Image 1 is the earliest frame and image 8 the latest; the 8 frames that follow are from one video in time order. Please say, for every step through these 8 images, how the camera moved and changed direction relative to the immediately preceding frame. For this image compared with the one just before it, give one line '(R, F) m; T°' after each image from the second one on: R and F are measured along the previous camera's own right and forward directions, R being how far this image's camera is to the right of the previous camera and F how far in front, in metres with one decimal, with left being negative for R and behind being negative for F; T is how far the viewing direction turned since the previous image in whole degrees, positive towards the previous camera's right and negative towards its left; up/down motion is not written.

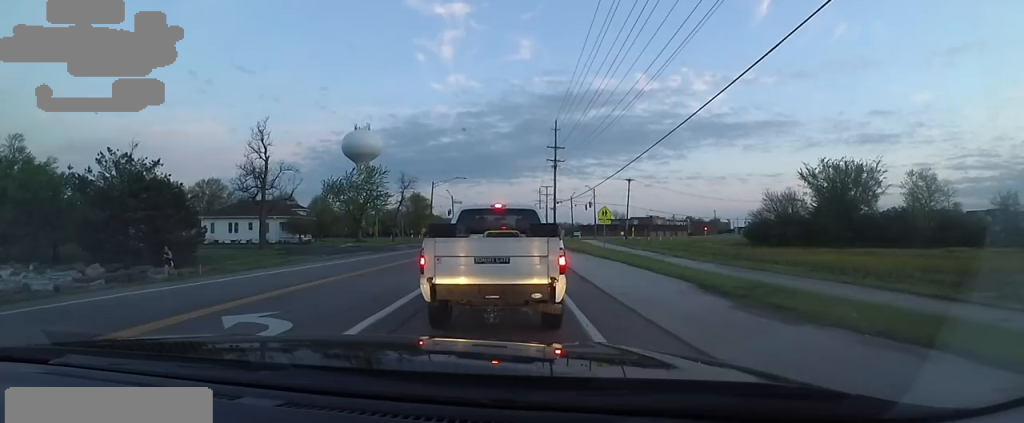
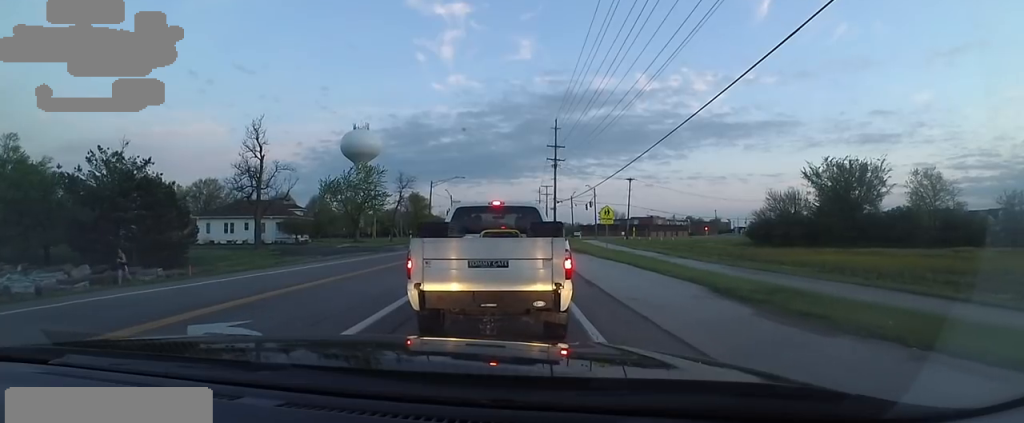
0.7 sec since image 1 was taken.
(+0.3, +0.4) m; 0°
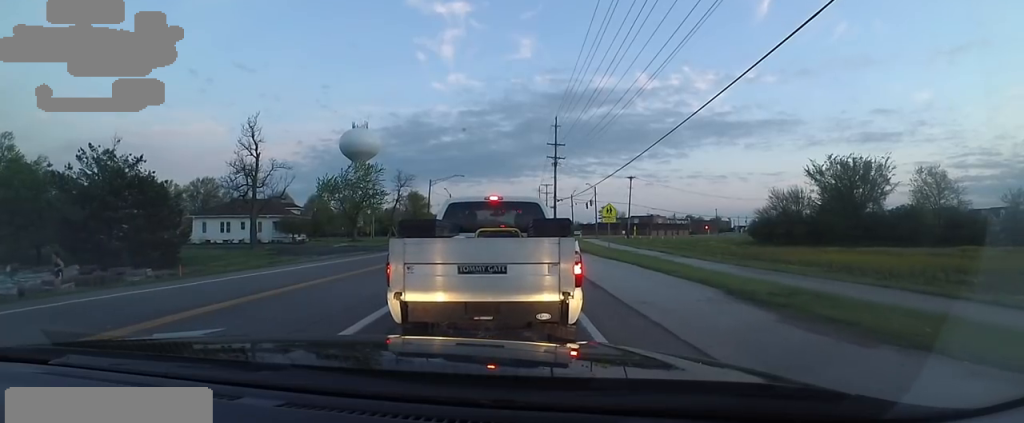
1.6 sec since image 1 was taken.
(+0.2, +0.2) m; 0°
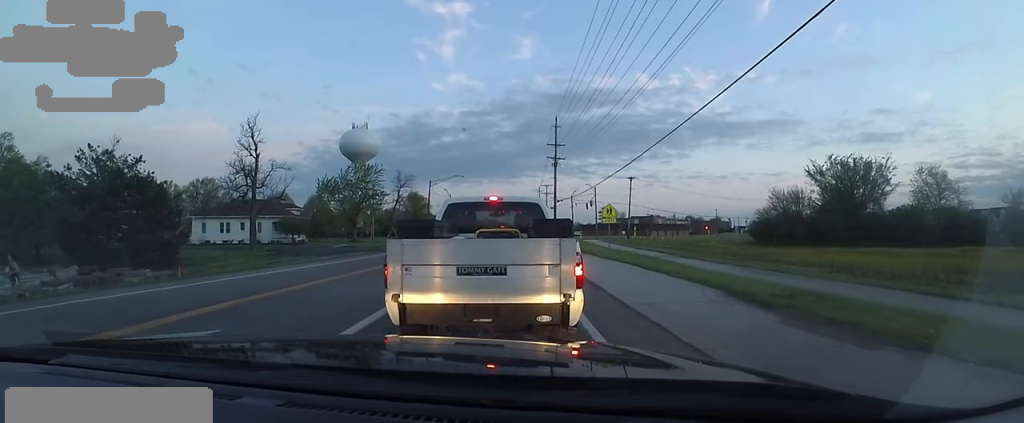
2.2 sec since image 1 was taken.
(0.0, 0.0) m; 0°
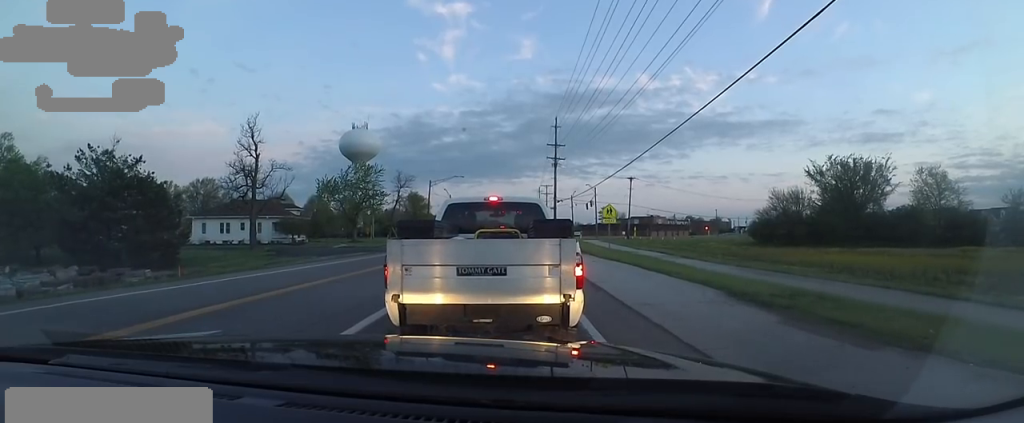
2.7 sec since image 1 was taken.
(0.0, 0.0) m; 0°
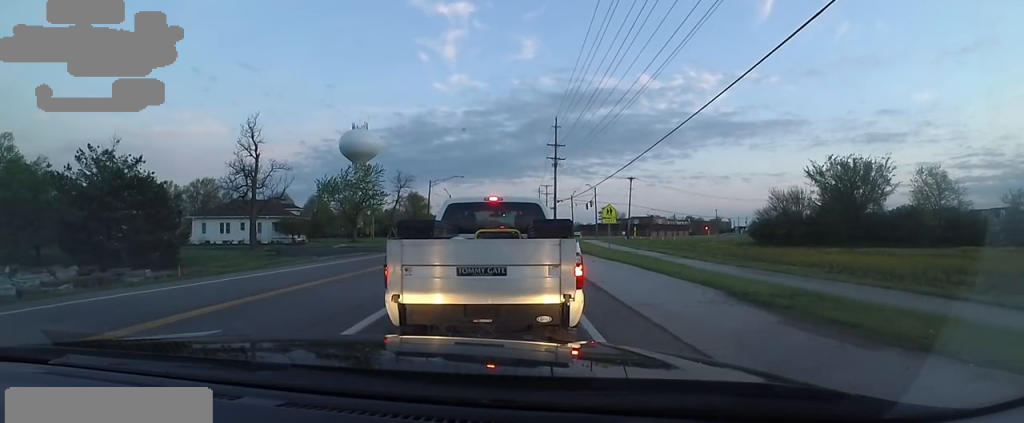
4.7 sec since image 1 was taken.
(0.0, 0.0) m; 0°
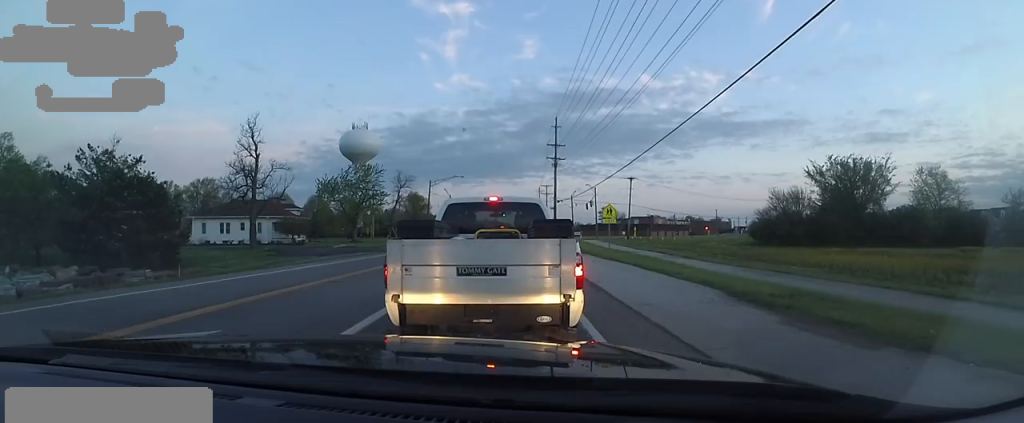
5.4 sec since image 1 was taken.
(0.0, 0.0) m; 0°
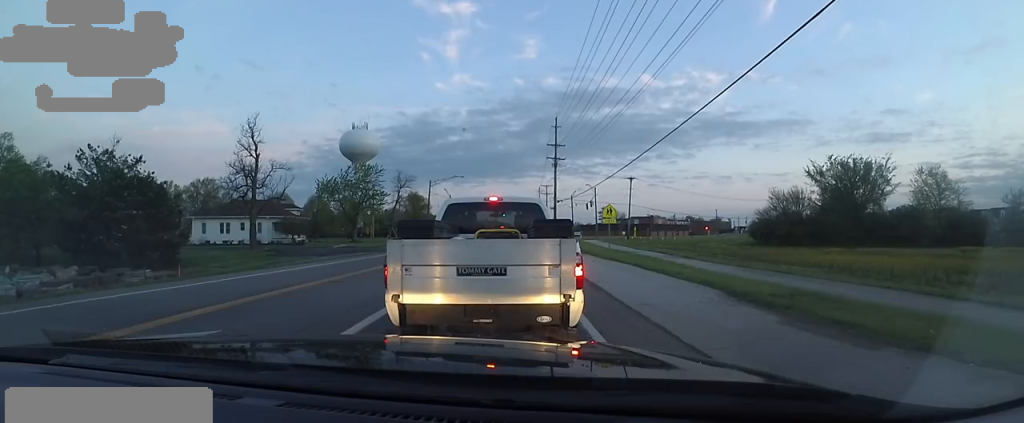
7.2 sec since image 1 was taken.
(0.0, 0.0) m; 0°
